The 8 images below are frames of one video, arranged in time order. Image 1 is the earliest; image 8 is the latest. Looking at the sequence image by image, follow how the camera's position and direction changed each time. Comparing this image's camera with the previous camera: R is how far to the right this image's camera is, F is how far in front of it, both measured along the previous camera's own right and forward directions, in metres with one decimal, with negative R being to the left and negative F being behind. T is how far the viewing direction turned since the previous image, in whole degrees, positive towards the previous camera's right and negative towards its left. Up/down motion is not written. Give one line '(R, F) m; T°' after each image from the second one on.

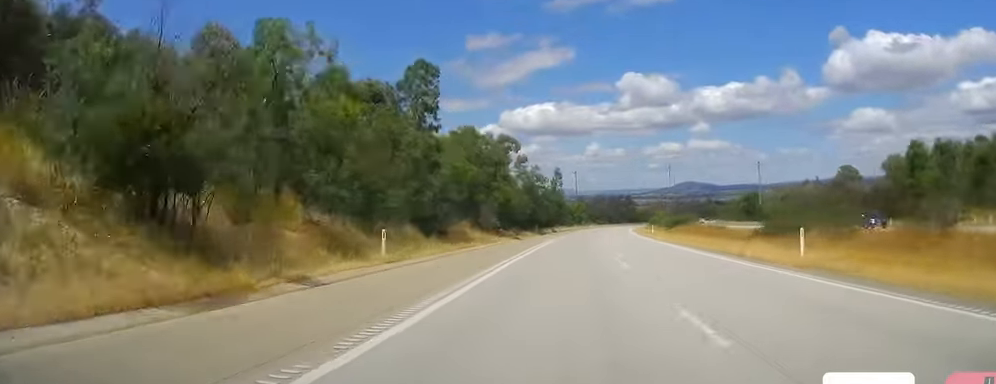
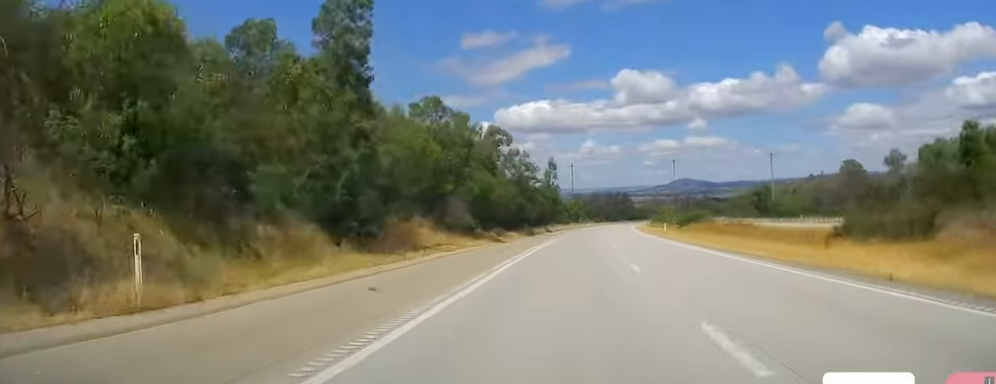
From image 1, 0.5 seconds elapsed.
(+0.1, +13.6) m; 0°
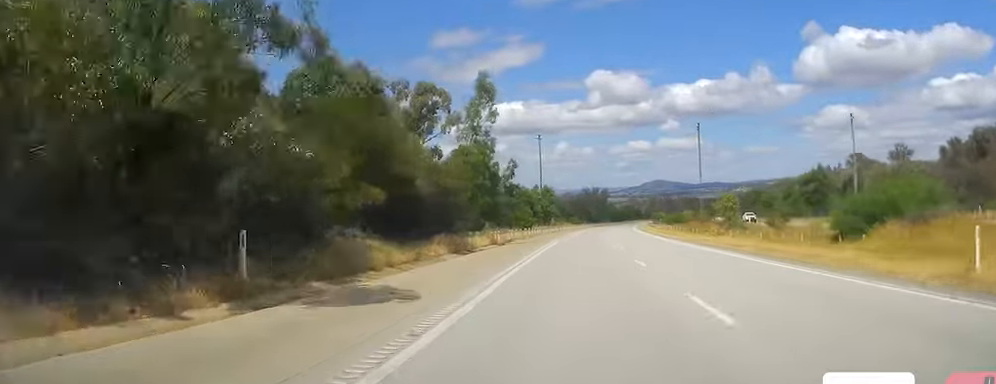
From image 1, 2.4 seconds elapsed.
(+0.1, +57.2) m; +1°
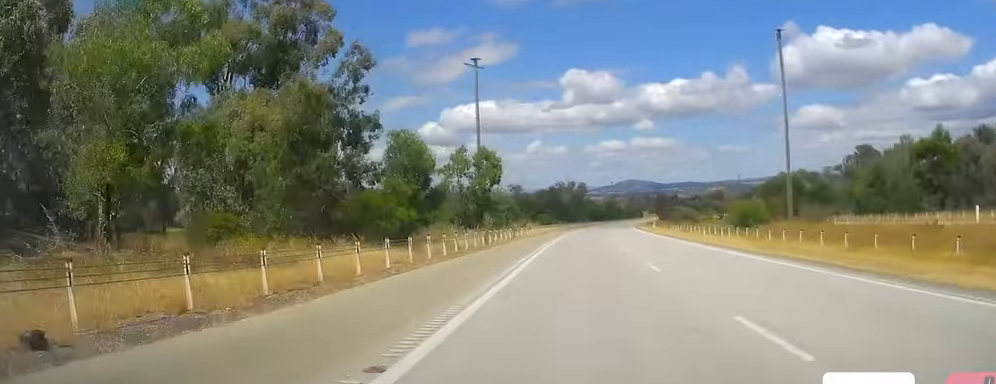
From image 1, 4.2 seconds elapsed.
(+1.2, +50.4) m; +2°
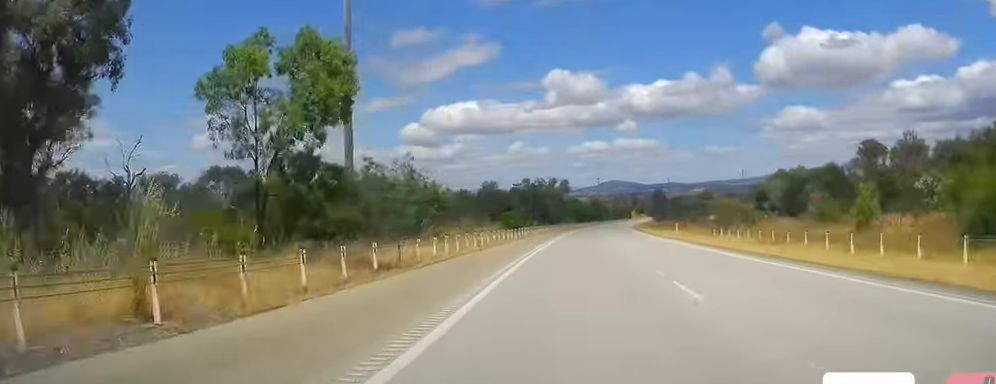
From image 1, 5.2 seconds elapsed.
(+0.6, +30.9) m; +1°
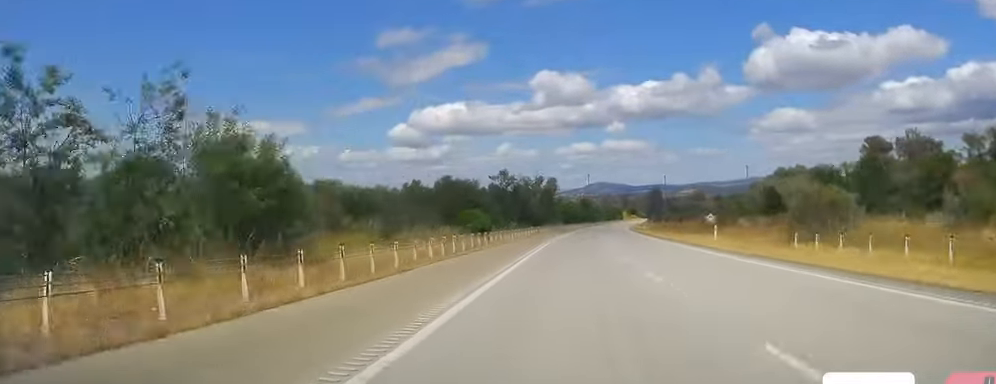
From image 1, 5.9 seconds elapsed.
(-0.1, +19.2) m; +1°
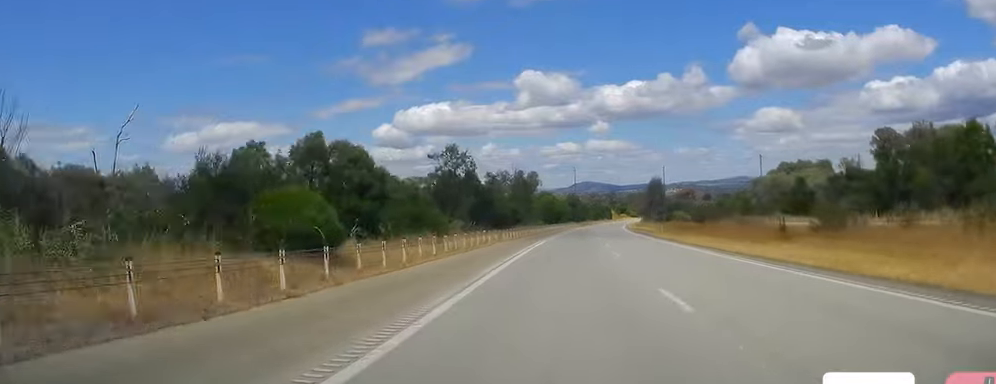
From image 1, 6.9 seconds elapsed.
(+0.4, +29.7) m; +1°
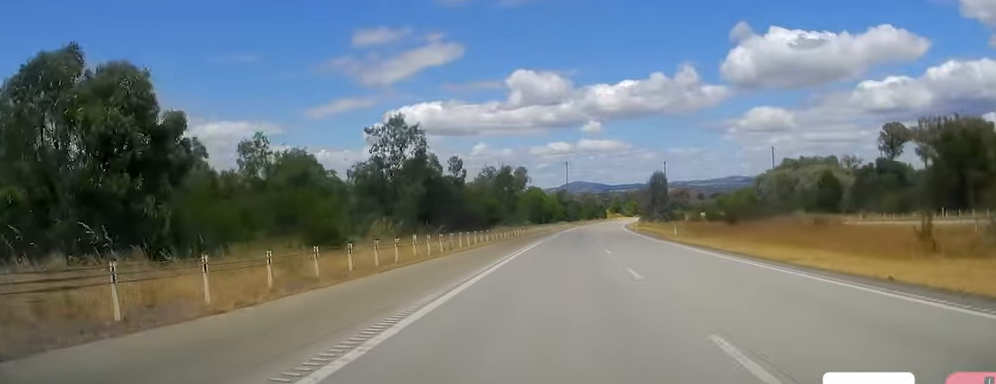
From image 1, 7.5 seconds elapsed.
(+0.3, +17.2) m; +1°
